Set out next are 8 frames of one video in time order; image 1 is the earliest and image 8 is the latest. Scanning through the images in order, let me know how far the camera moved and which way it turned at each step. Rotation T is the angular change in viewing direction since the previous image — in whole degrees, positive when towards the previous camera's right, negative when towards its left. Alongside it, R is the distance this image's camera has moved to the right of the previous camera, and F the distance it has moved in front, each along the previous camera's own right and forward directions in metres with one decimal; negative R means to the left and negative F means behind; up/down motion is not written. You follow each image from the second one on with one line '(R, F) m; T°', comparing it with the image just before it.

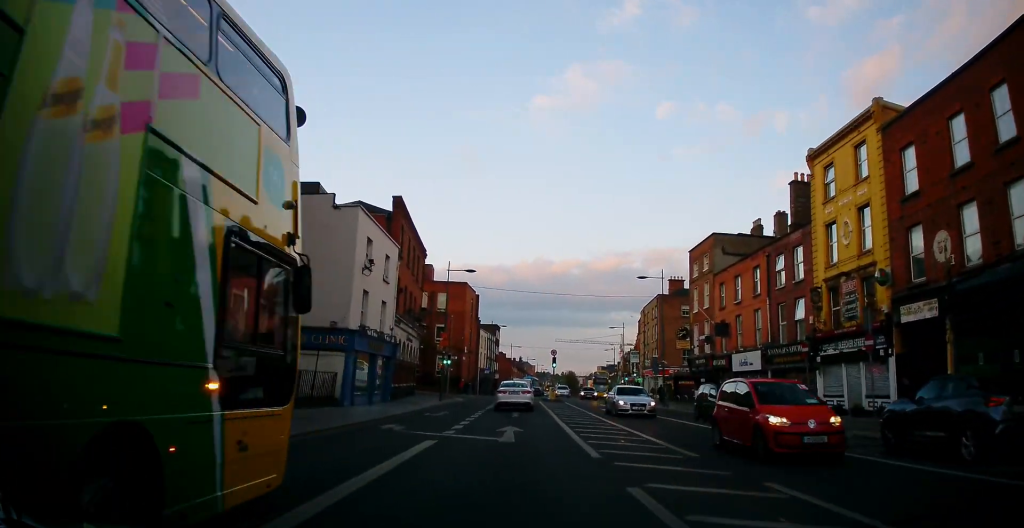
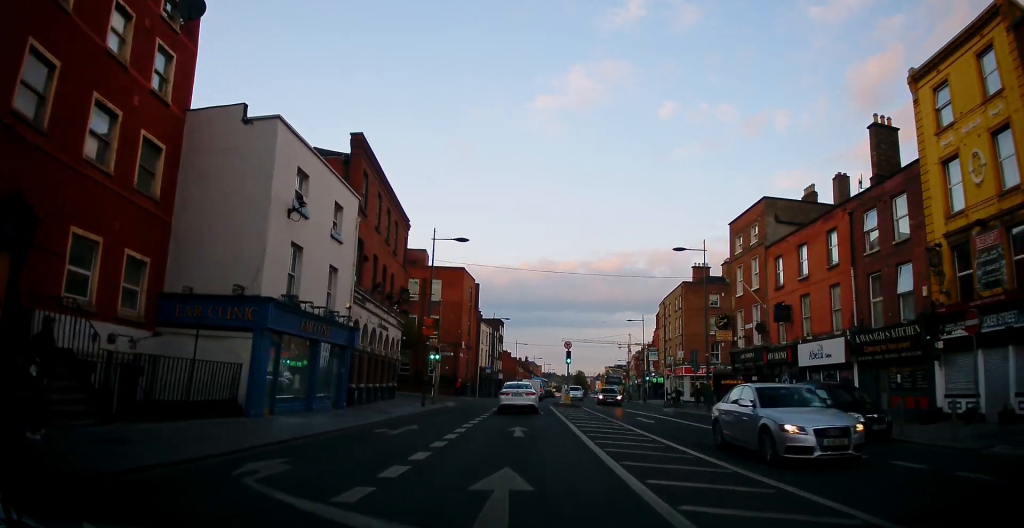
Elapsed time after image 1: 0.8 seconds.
(0.0, +8.9) m; -1°
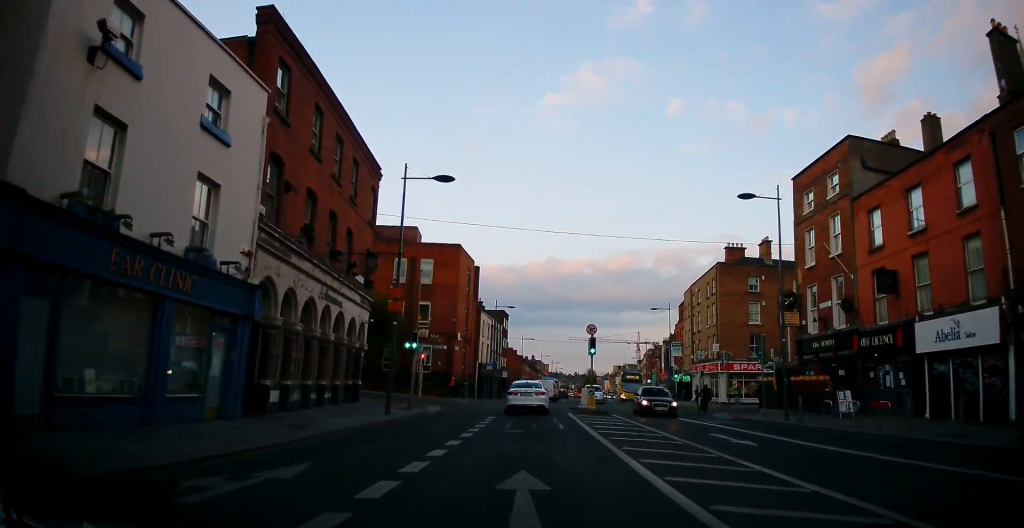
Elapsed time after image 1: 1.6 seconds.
(-0.2, +9.8) m; +1°
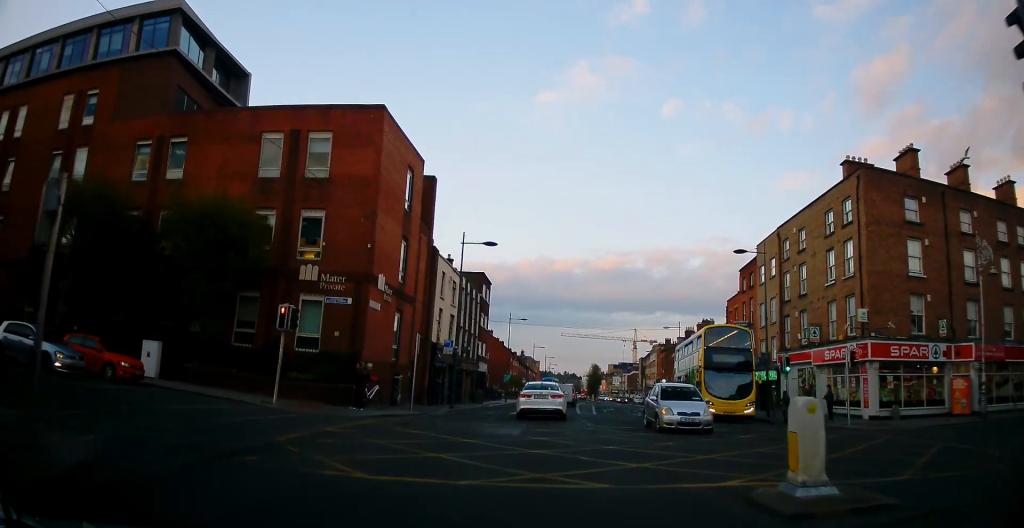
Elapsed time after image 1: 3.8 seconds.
(0.0, +26.6) m; -1°
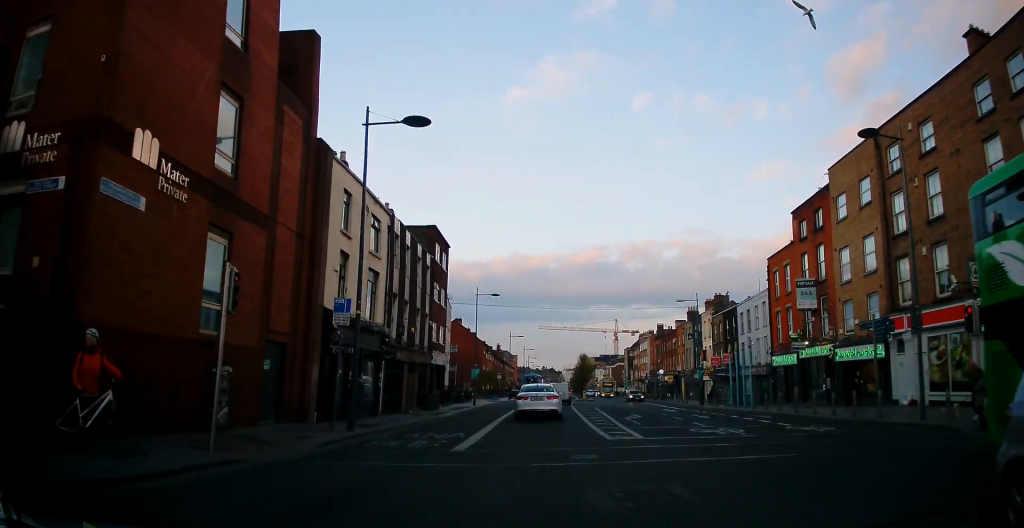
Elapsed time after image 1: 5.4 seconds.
(+0.7, +16.7) m; +4°
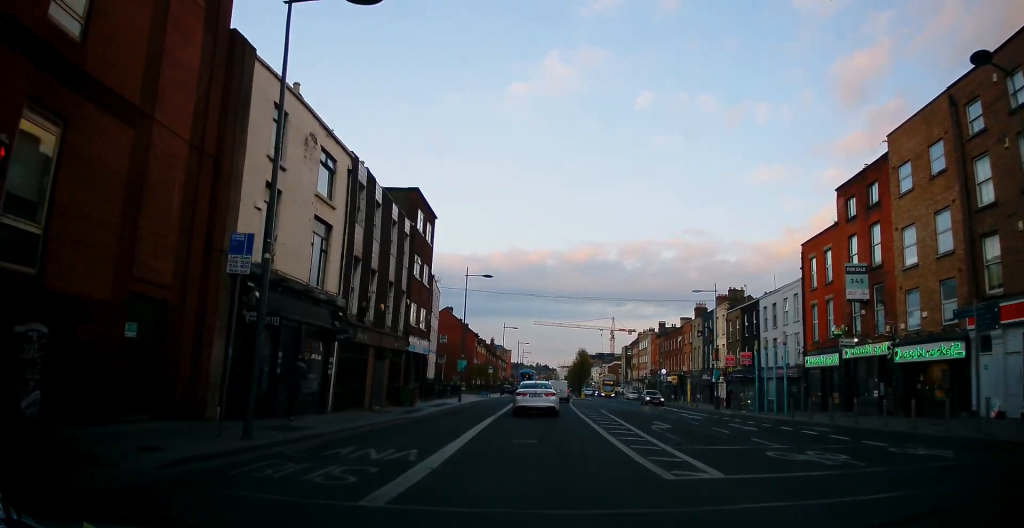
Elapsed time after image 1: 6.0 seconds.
(+0.1, +6.5) m; 0°
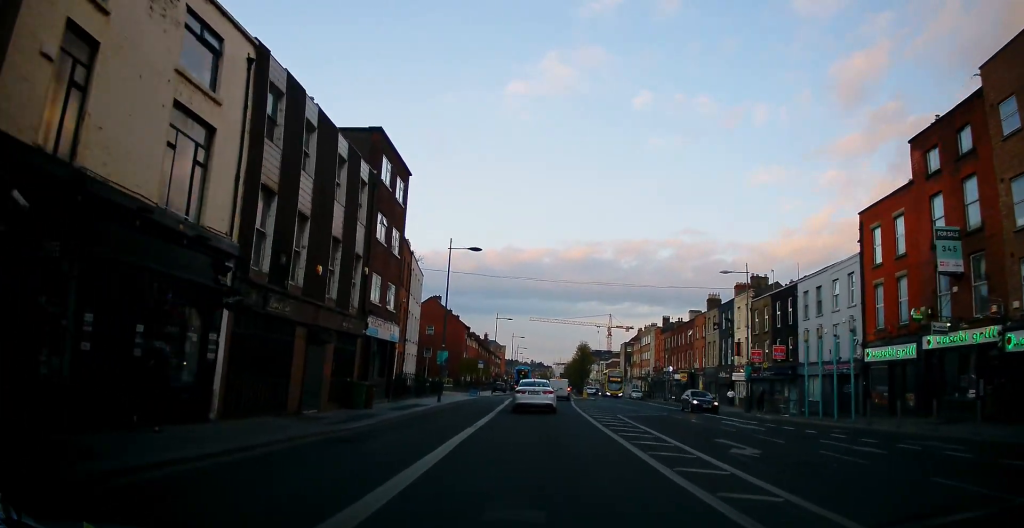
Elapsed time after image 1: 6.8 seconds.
(0.0, +8.0) m; -1°
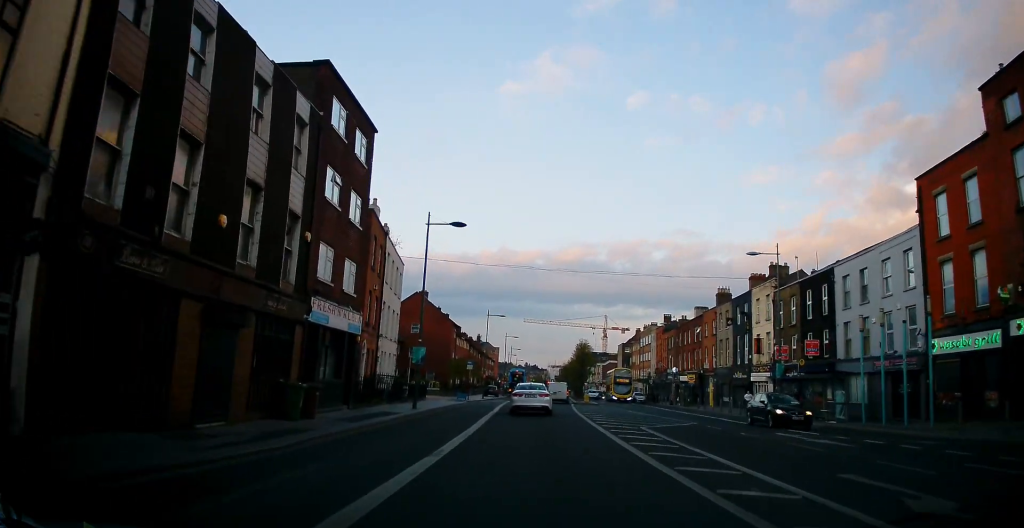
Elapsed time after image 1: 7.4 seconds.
(-0.2, +5.9) m; +1°
